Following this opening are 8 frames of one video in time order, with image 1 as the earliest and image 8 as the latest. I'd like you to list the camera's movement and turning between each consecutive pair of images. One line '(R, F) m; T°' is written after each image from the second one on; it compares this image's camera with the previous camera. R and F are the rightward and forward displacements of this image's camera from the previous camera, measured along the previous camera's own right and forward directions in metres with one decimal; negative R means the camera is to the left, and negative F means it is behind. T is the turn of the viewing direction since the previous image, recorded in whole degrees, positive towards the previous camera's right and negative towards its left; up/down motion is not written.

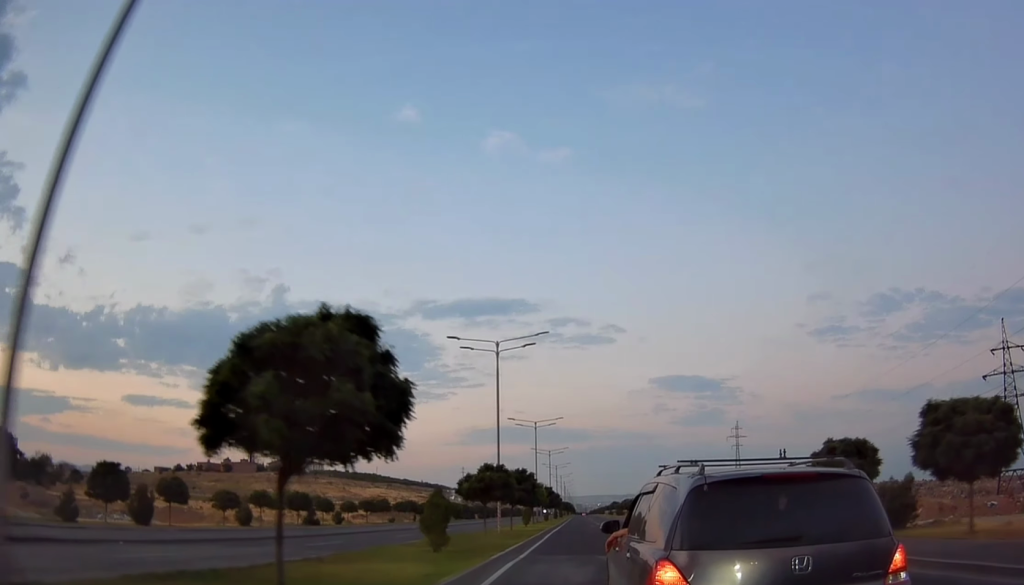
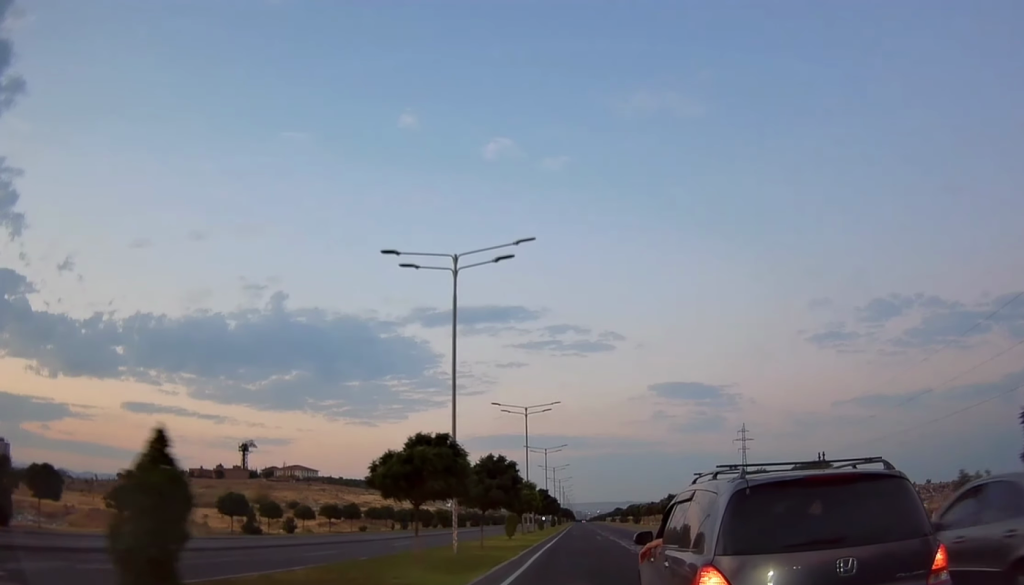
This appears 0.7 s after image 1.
(-0.3, +12.7) m; 0°
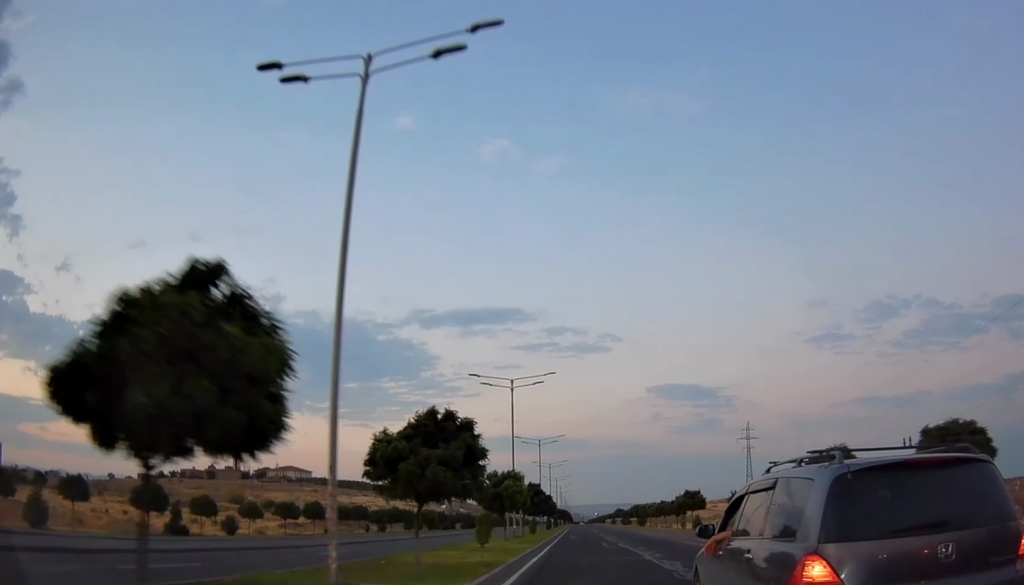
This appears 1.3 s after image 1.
(+0.3, +10.6) m; 0°
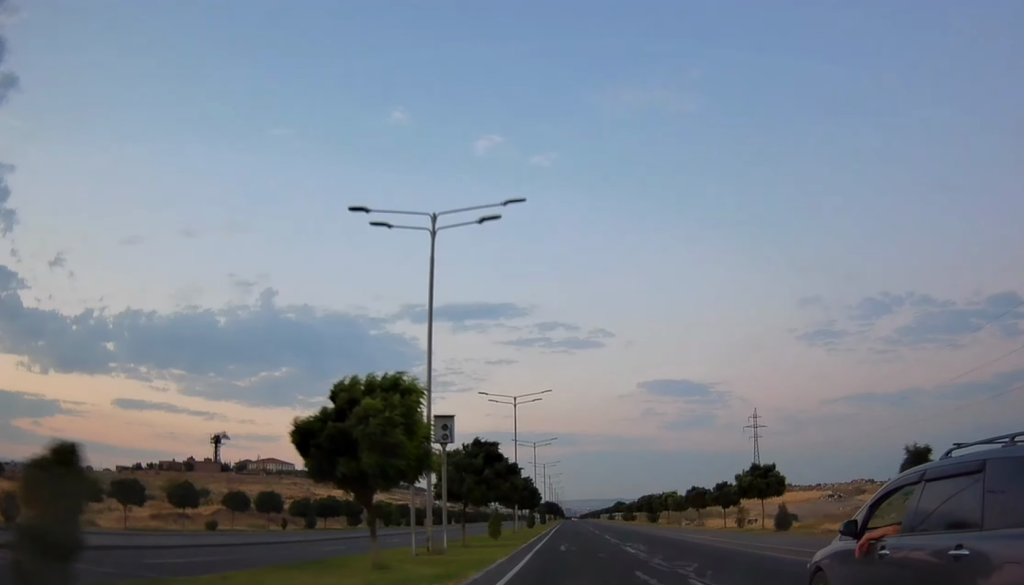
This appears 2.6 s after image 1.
(-0.1, +22.2) m; 0°
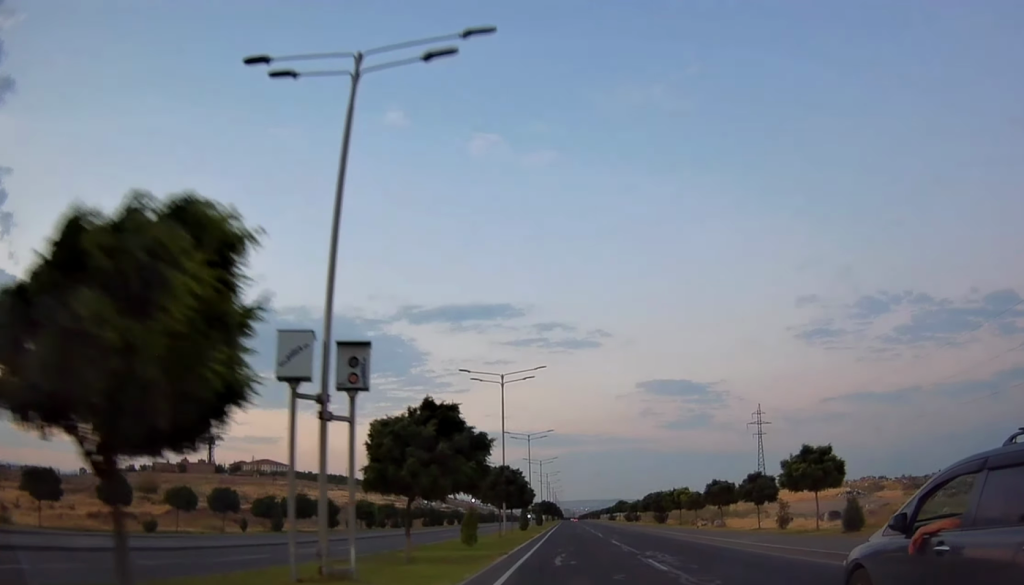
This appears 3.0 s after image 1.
(+0.1, +7.6) m; +1°
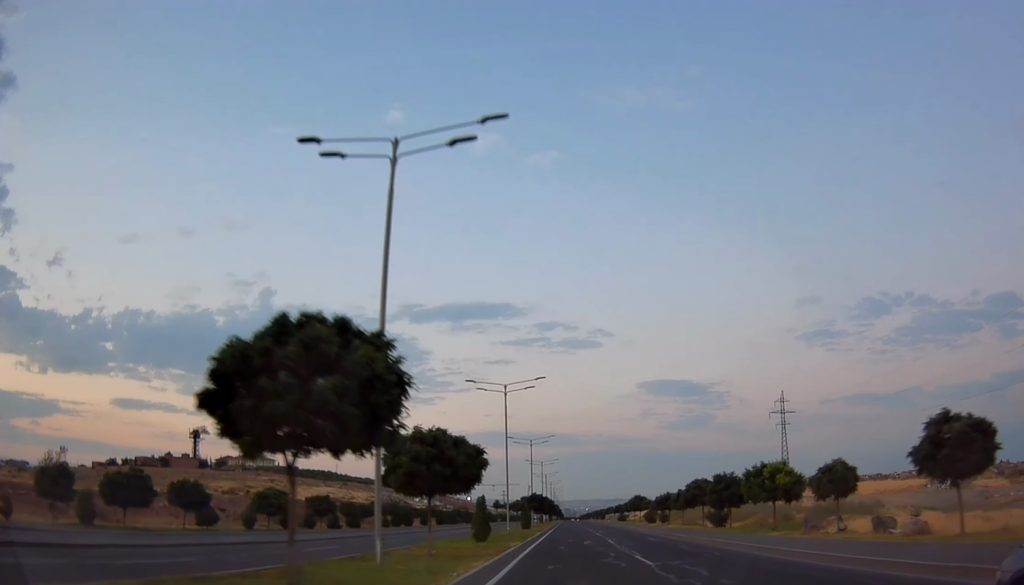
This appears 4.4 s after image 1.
(+0.6, +26.0) m; 0°
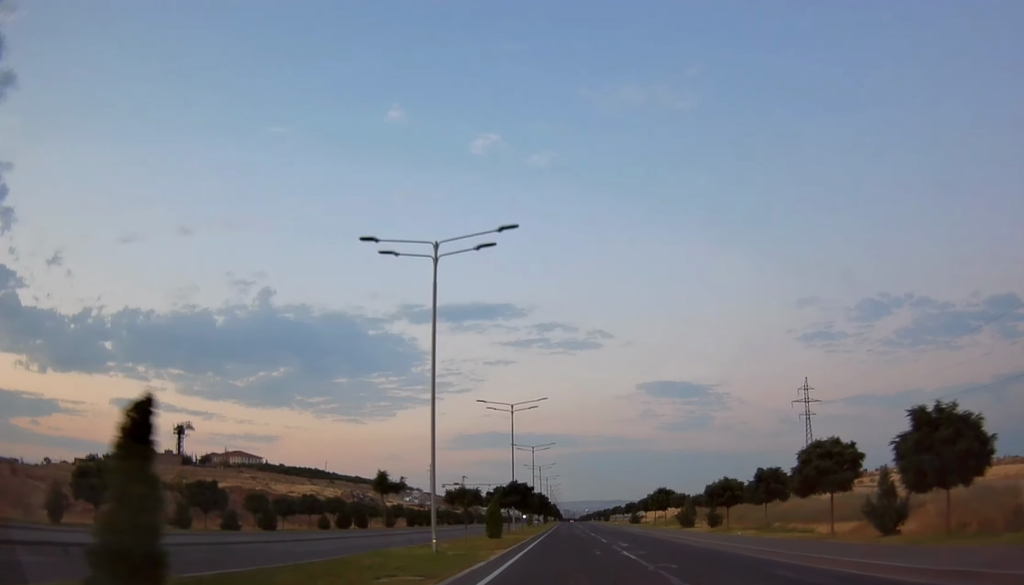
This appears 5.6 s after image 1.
(-0.5, +23.2) m; 0°
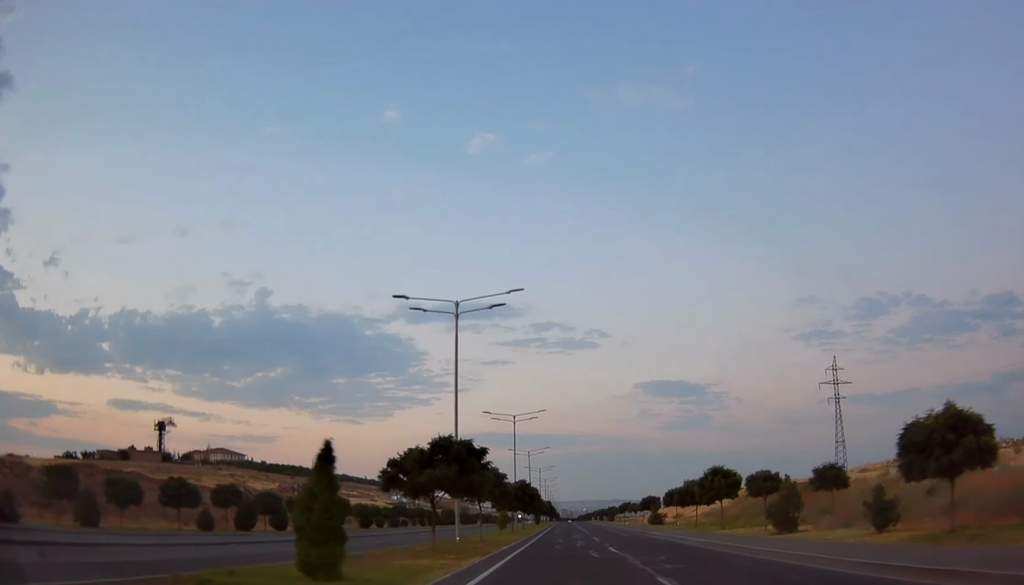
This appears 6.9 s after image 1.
(+0.8, +24.3) m; +2°
